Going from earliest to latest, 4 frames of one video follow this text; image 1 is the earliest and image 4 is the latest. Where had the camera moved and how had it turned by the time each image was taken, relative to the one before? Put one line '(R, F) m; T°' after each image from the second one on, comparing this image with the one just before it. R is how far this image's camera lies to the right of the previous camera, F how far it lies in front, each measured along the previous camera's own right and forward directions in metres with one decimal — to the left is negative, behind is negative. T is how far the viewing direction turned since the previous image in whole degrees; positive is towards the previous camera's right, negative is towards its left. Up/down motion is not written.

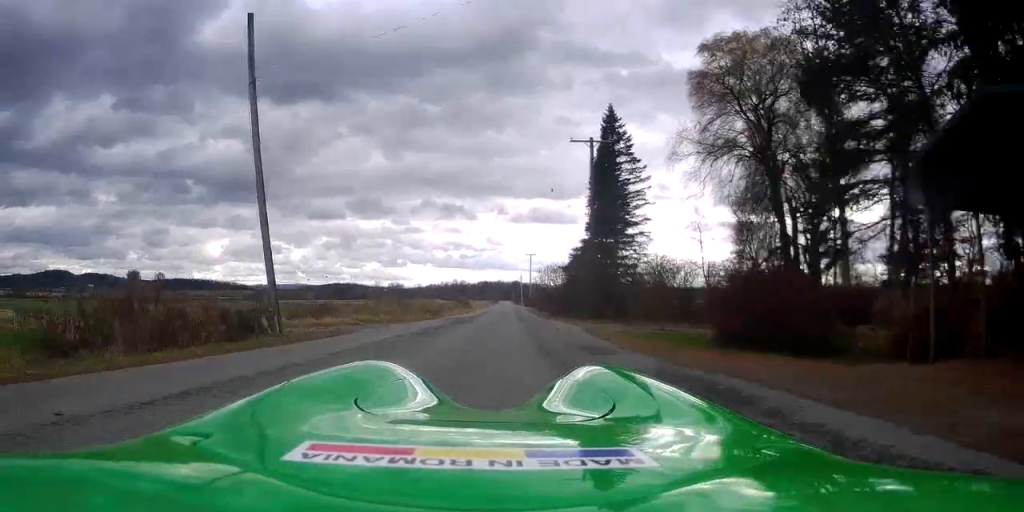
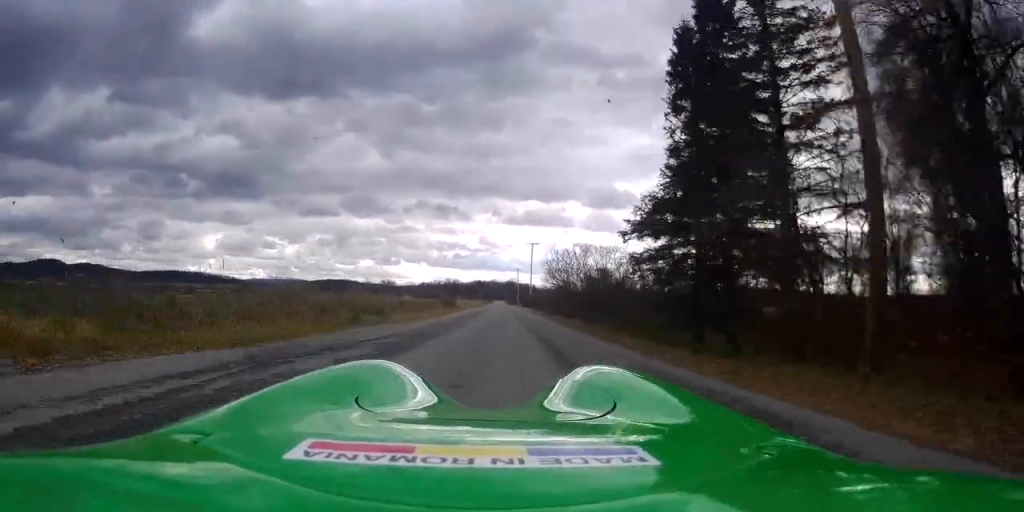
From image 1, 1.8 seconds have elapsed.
(-0.1, +26.2) m; -3°
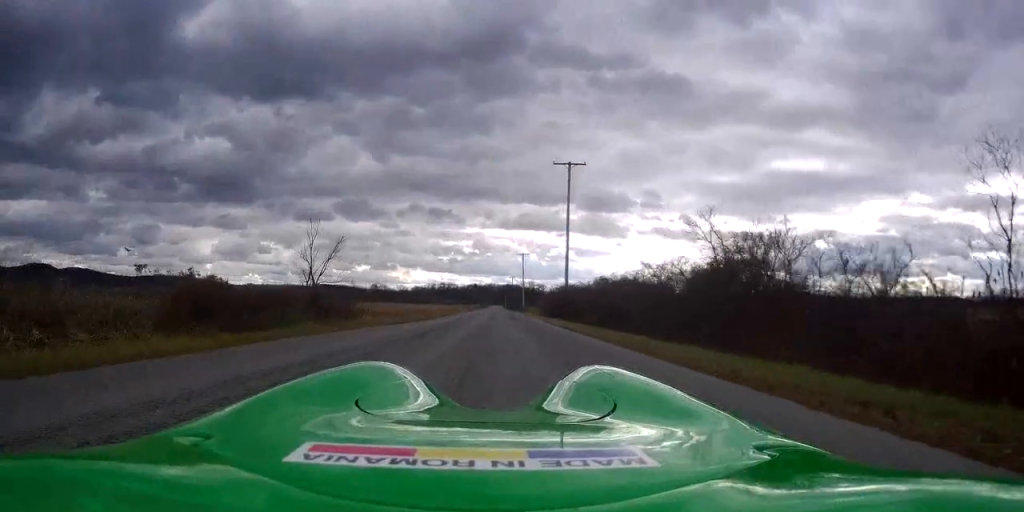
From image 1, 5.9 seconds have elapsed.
(+2.8, +60.7) m; +5°
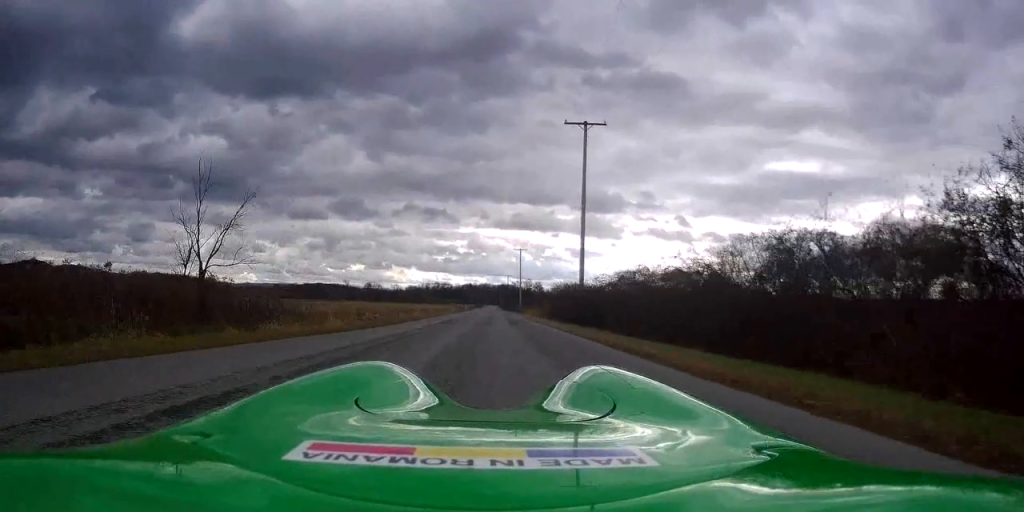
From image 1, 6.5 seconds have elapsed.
(-0.1, +10.2) m; -2°
